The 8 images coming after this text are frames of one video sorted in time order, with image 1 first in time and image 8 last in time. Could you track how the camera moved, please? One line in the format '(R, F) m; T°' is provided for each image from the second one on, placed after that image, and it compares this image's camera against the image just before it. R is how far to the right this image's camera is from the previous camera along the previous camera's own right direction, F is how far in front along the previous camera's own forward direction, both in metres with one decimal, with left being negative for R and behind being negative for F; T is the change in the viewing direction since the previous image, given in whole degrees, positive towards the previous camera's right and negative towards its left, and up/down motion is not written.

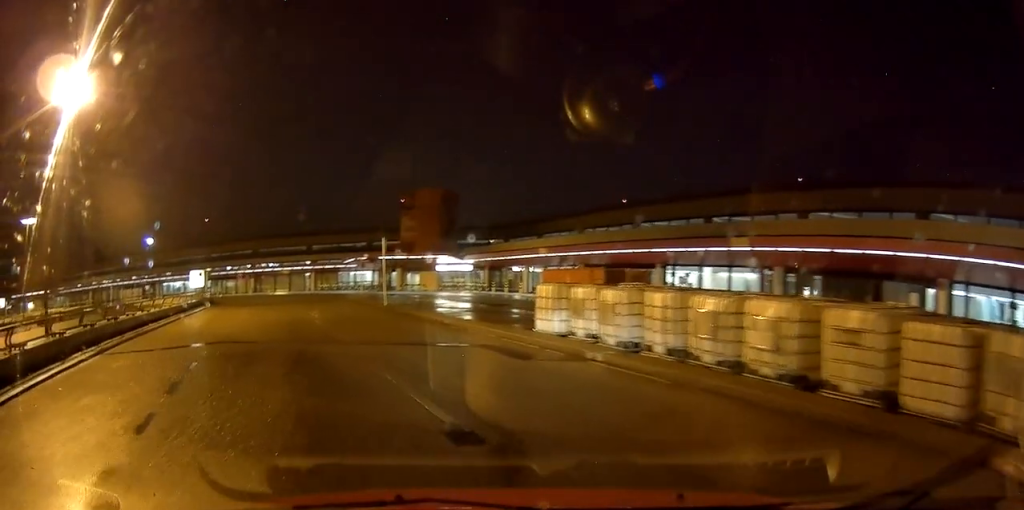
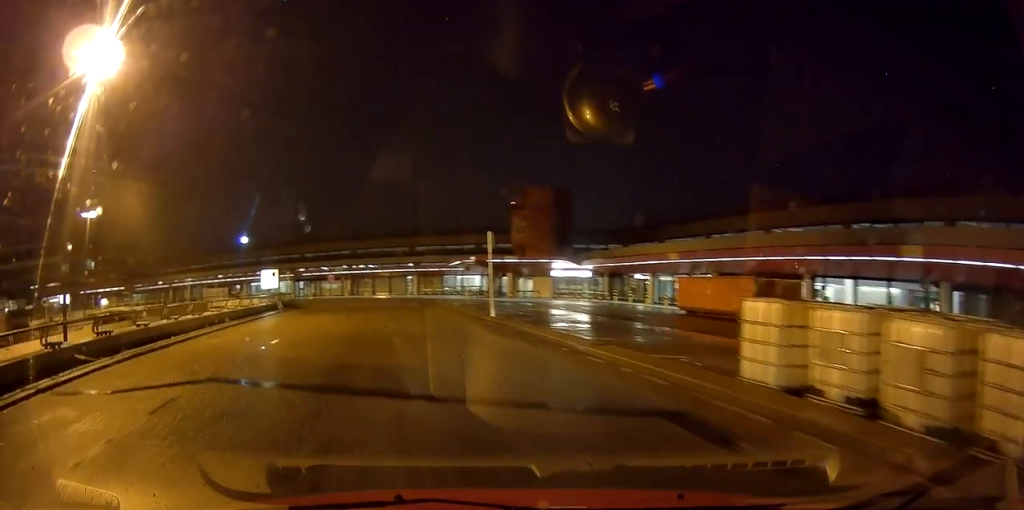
(-0.6, +4.8) m; -13°
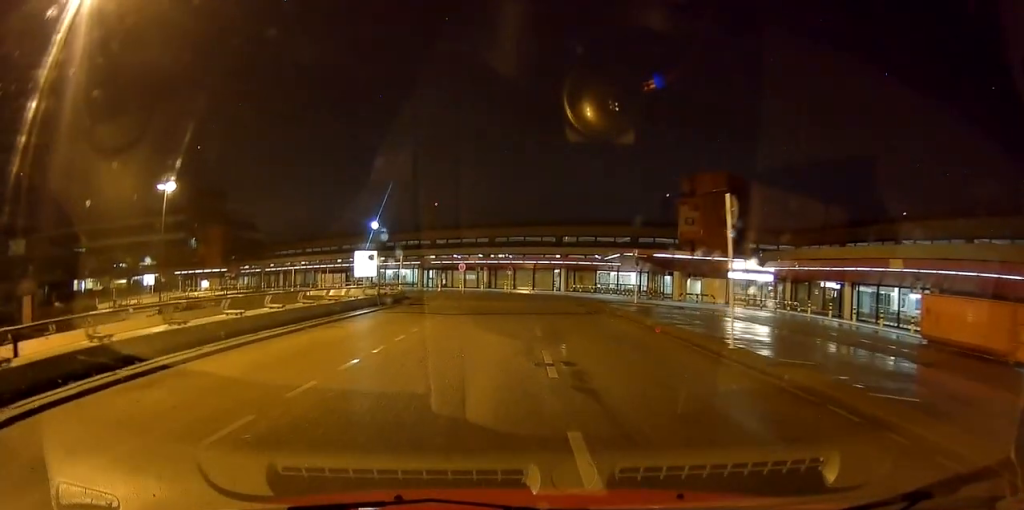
(-1.2, +9.4) m; -11°
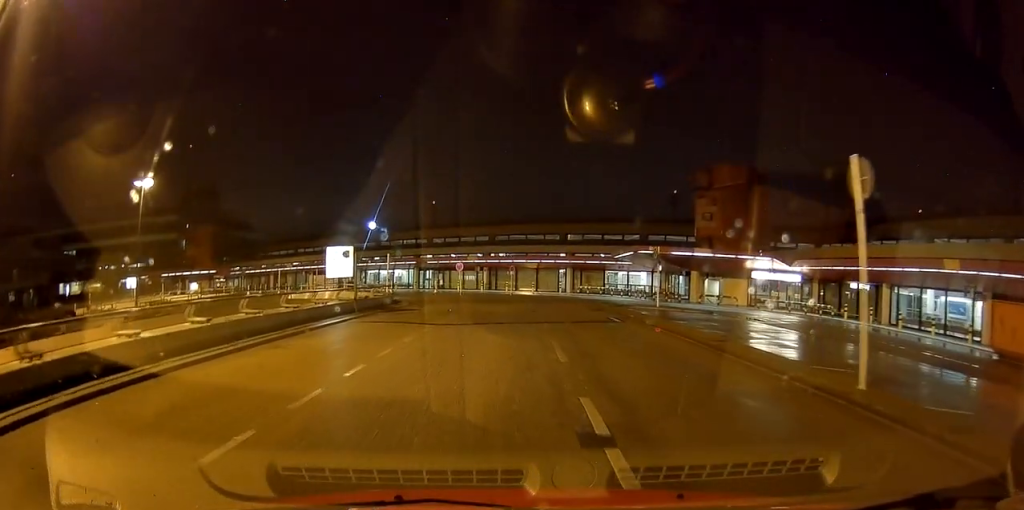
(-0.1, +4.6) m; -2°
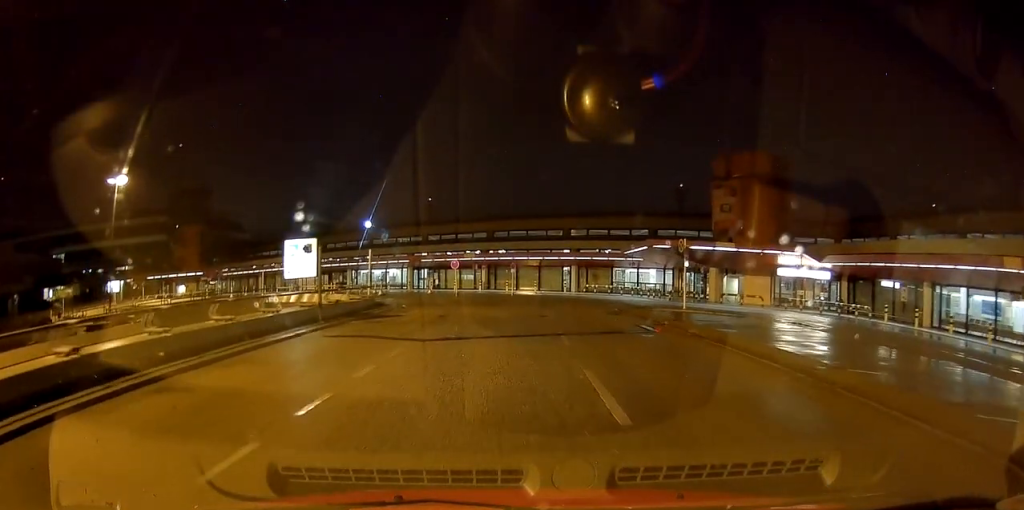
(-0.3, +4.5) m; +1°
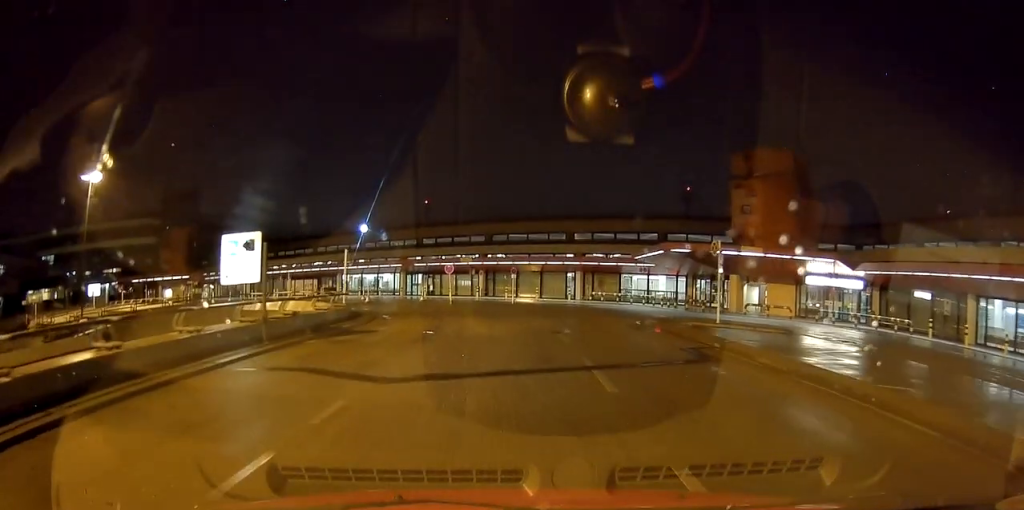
(+0.3, +4.3) m; +7°
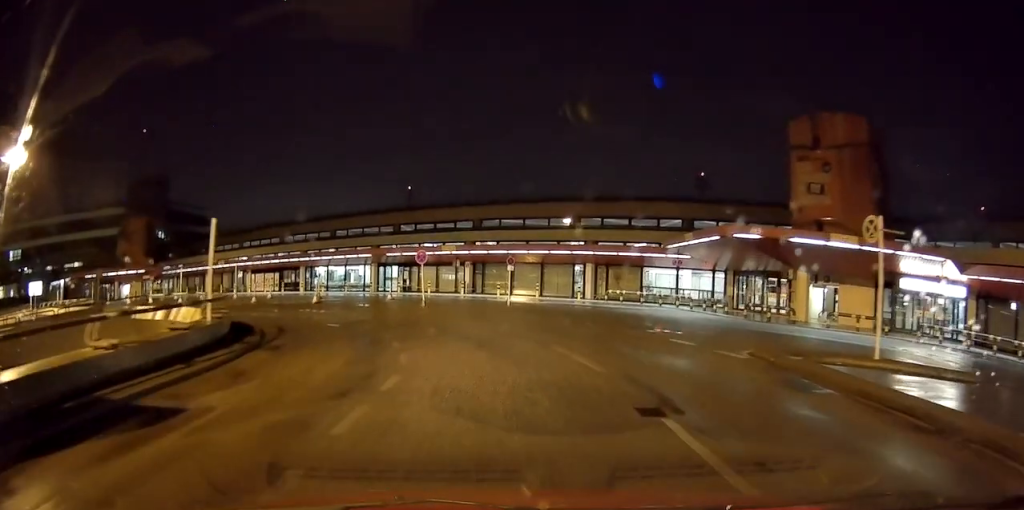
(+0.8, +11.3) m; +1°
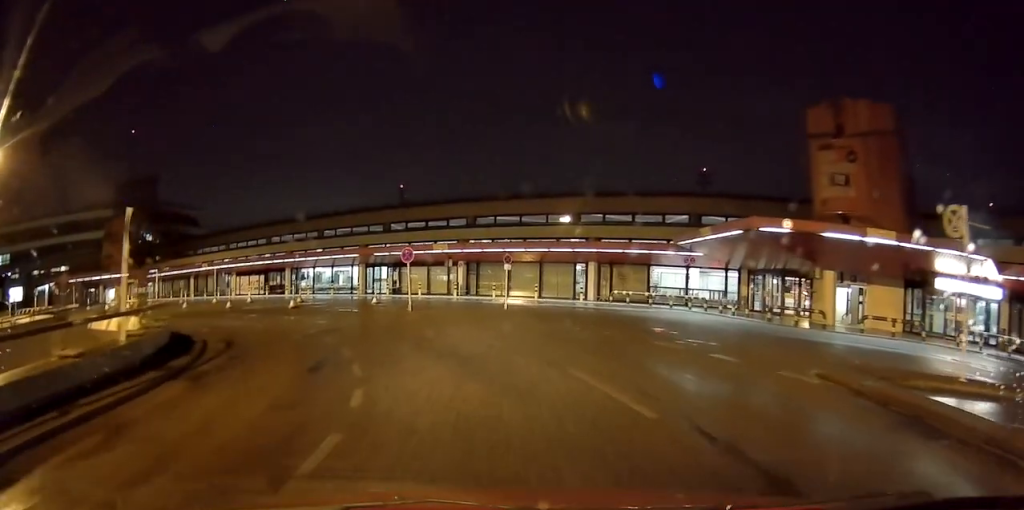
(-0.1, +3.1) m; -3°
